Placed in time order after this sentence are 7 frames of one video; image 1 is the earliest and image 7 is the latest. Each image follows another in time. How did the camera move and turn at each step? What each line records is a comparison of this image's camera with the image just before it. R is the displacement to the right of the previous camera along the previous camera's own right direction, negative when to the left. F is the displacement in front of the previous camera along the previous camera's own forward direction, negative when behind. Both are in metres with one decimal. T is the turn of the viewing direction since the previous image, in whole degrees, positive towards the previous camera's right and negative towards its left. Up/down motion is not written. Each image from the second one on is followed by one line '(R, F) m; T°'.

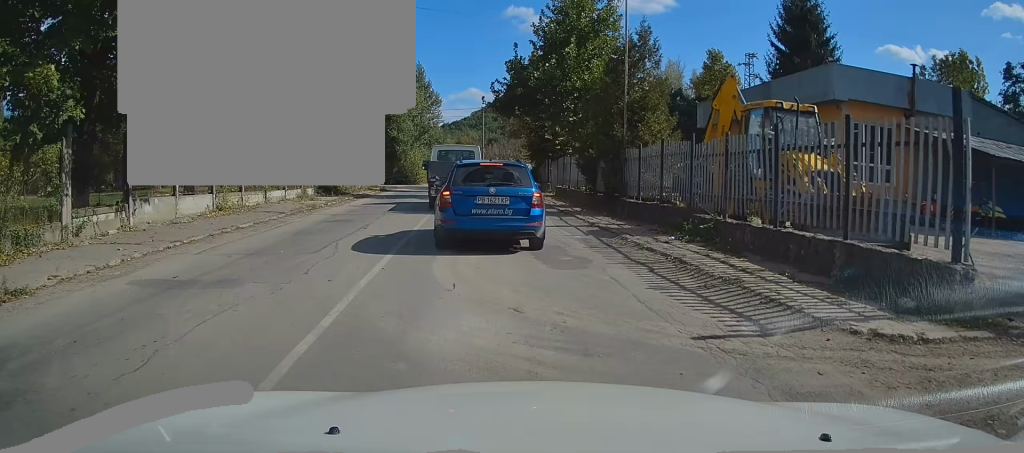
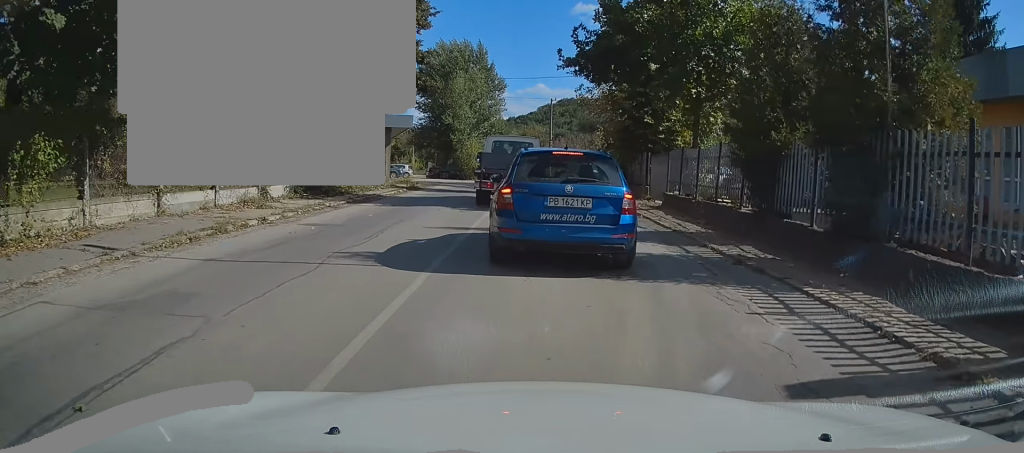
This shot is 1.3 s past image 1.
(-1.3, +11.7) m; -9°
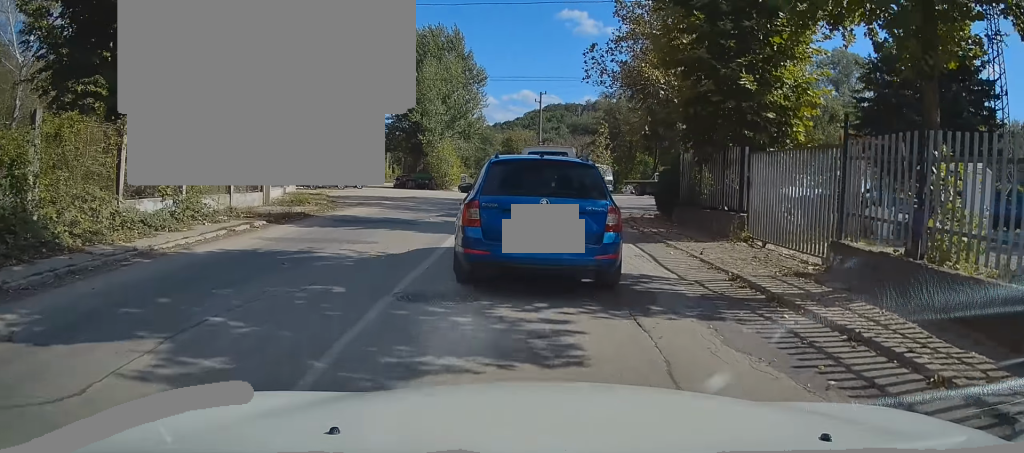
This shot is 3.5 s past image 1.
(-0.6, +14.6) m; -3°
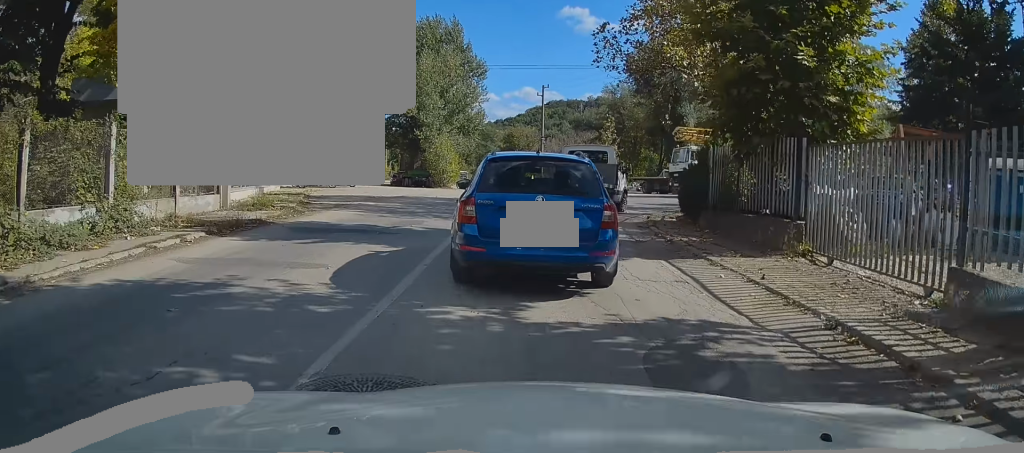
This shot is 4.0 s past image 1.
(+0.3, +3.0) m; -1°
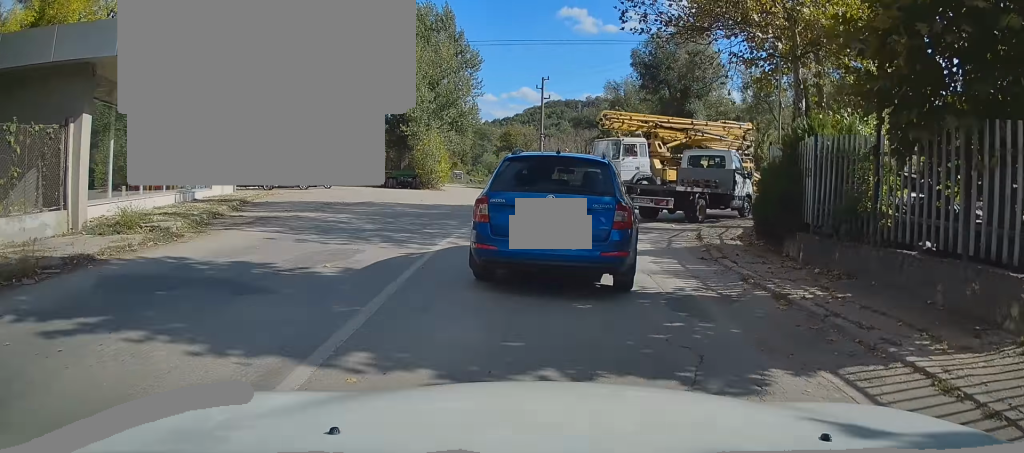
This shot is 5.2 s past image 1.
(-0.6, +5.9) m; -3°
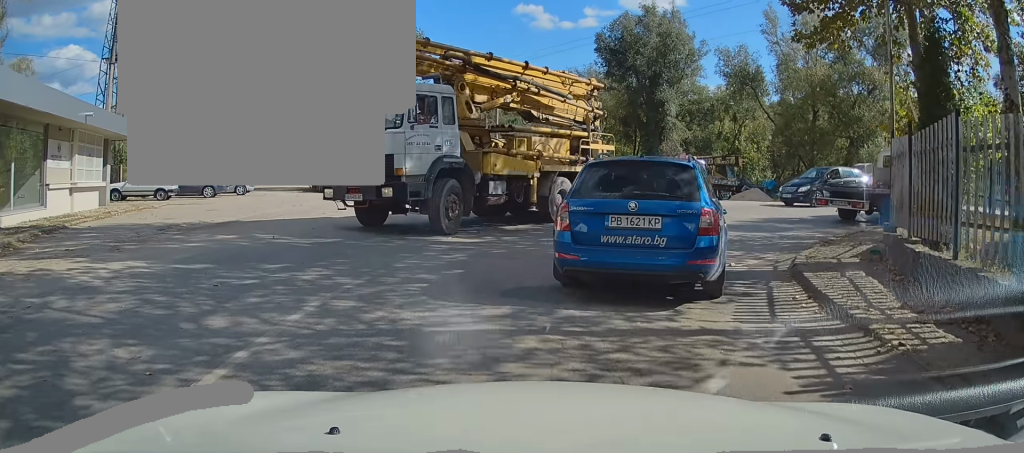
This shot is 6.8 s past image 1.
(+0.8, +7.9) m; +5°
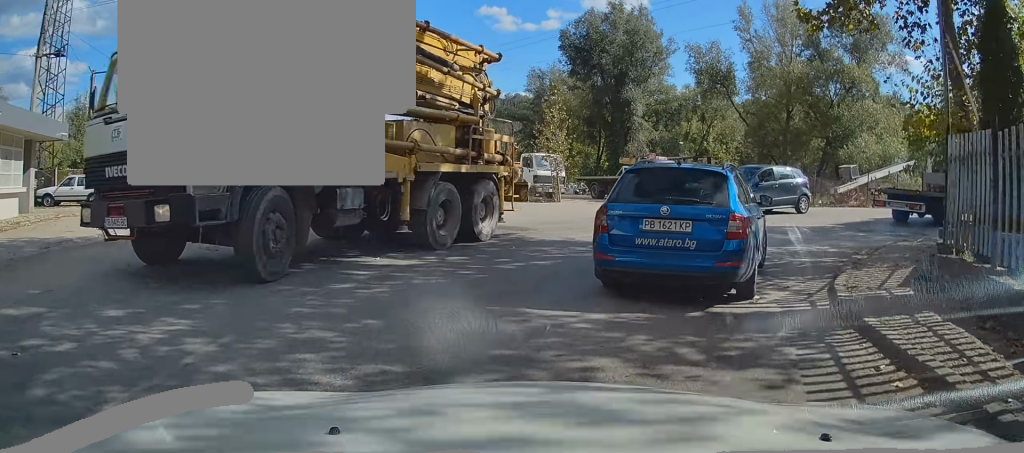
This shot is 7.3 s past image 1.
(0.0, +2.5) m; +1°
